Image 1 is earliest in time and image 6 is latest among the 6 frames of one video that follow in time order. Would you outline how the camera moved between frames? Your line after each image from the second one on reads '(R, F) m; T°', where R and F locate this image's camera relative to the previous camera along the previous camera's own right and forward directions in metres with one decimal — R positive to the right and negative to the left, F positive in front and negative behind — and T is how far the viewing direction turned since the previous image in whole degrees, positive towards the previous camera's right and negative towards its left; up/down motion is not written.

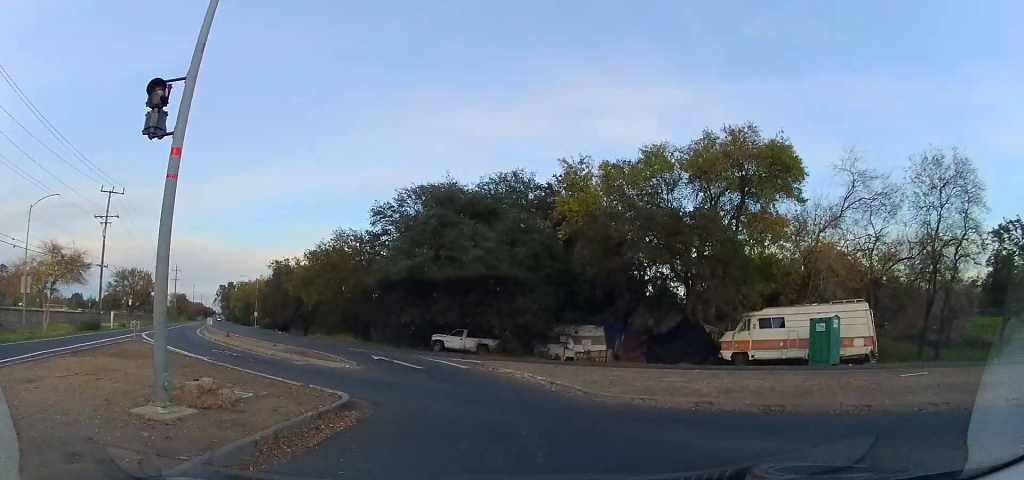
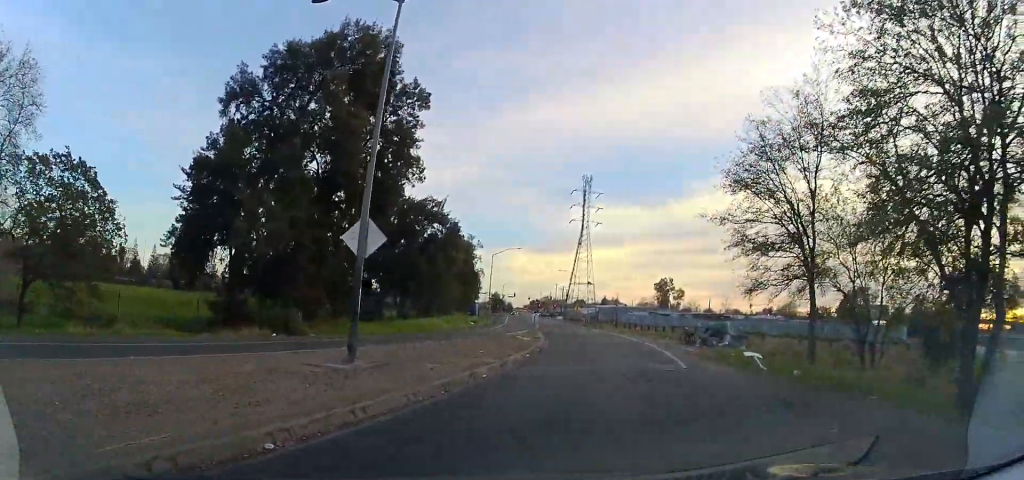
(+5.1, +4.9) m; +72°
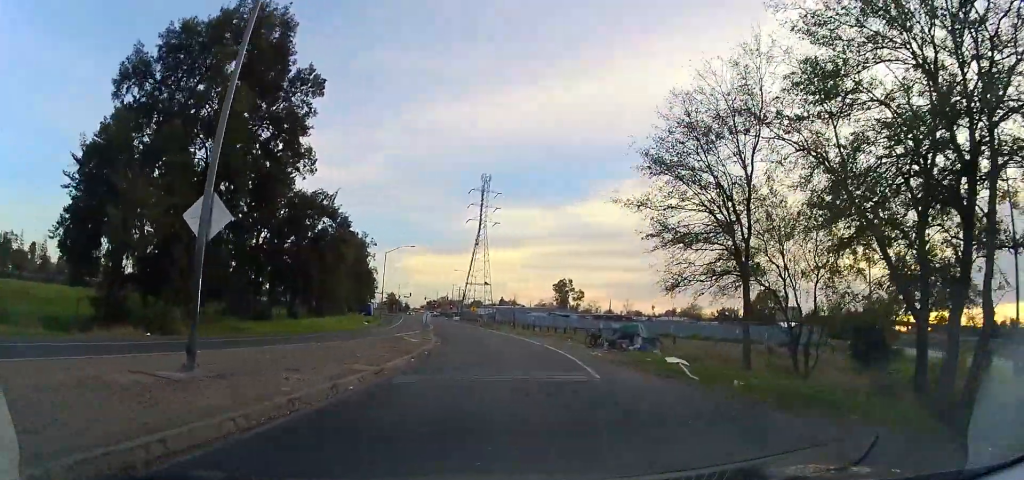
(+0.2, +2.2) m; +11°
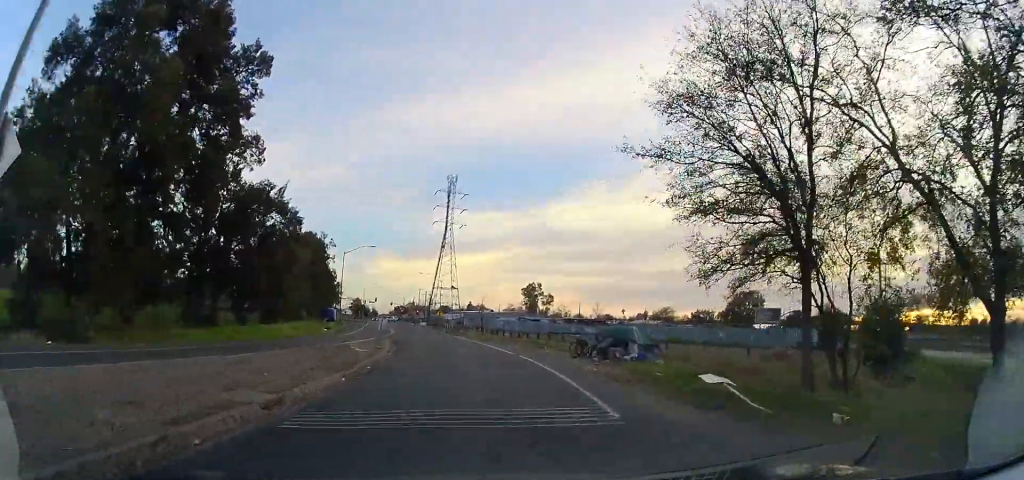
(+0.7, +4.2) m; +8°
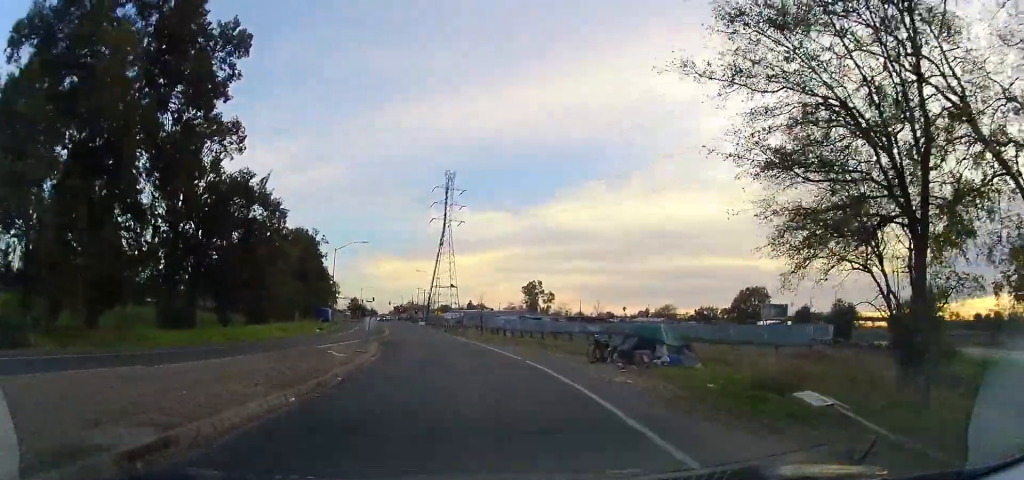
(+0.1, +3.1) m; 0°
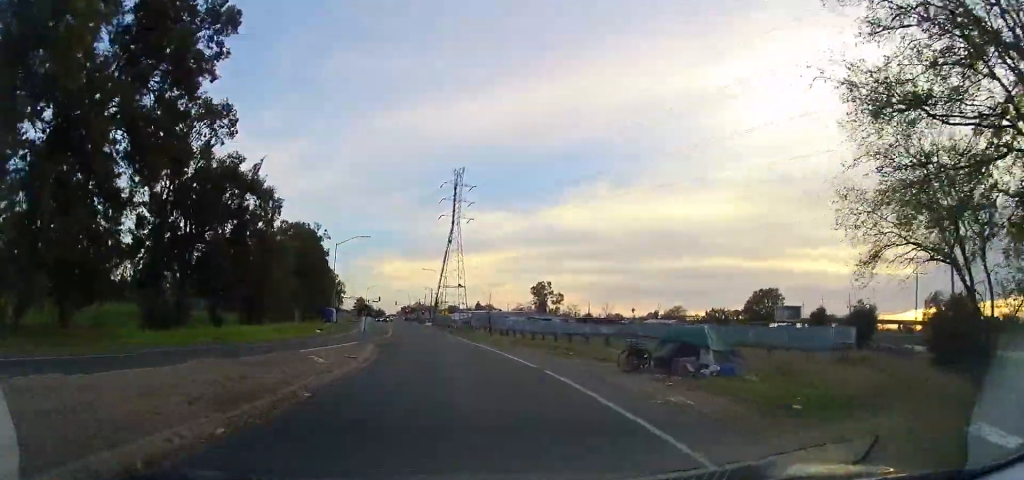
(0.0, +2.8) m; -3°
